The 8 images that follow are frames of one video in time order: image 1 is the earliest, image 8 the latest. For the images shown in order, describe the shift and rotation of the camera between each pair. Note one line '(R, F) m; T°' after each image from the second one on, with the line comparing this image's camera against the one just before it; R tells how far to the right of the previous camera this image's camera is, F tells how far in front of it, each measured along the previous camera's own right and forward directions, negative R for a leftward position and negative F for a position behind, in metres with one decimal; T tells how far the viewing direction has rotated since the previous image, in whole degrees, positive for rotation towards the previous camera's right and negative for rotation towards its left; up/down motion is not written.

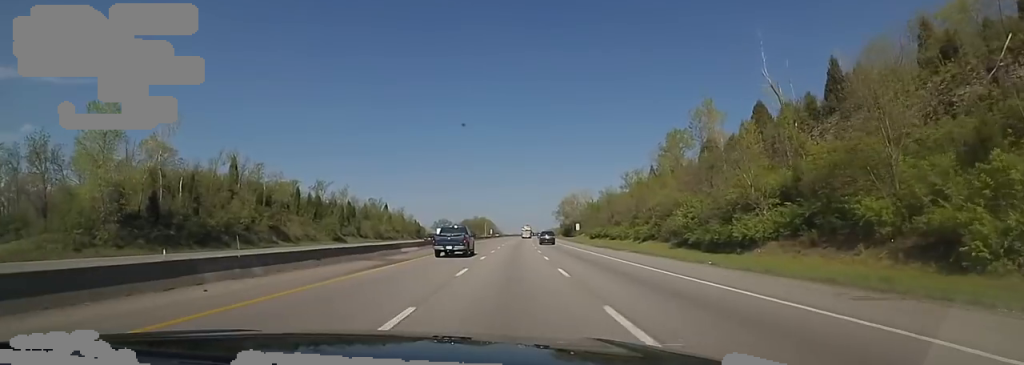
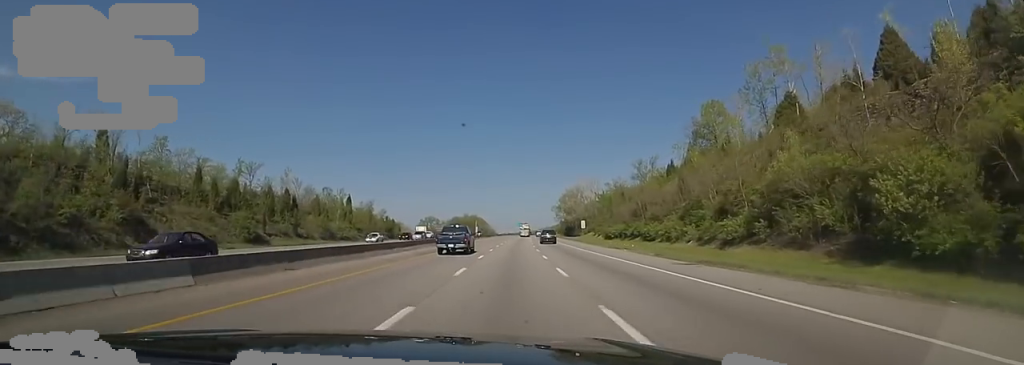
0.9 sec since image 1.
(0.0, +29.8) m; 0°
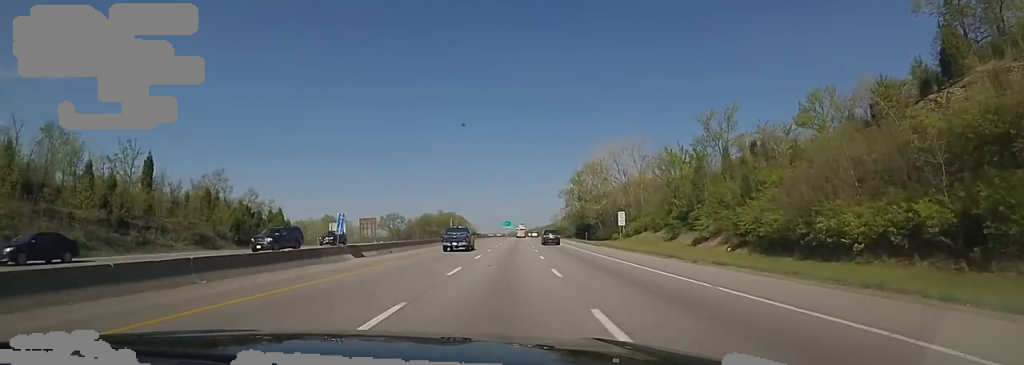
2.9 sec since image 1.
(+1.1, +69.3) m; +3°
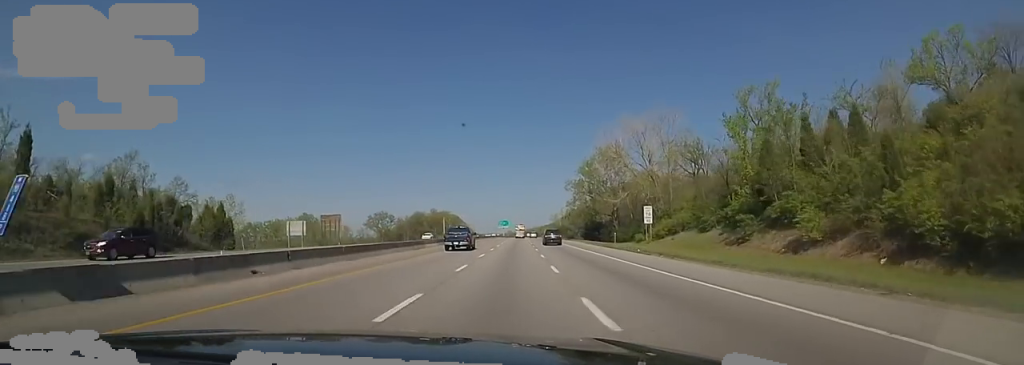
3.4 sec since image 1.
(+0.8, +18.1) m; 0°
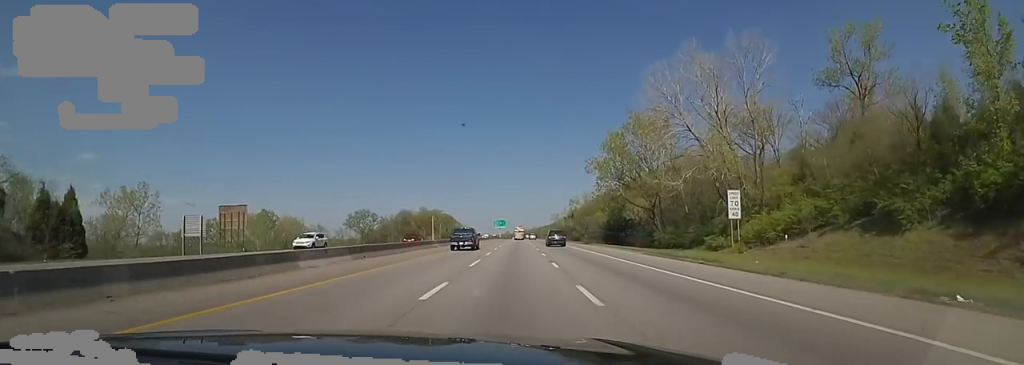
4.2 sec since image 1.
(-0.7, +27.1) m; 0°
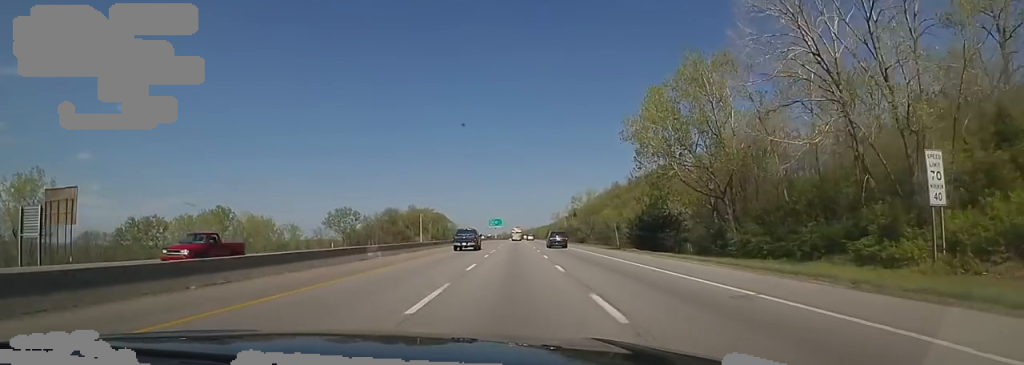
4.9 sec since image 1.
(-0.2, +21.4) m; 0°
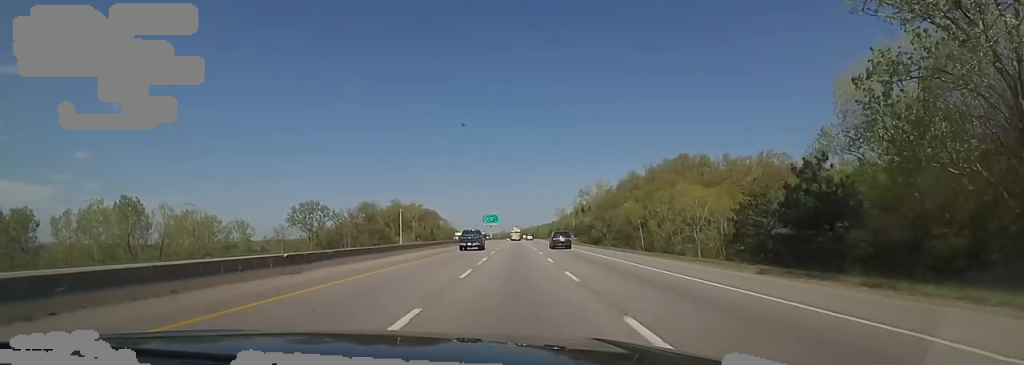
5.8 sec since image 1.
(+0.7, +32.8) m; 0°
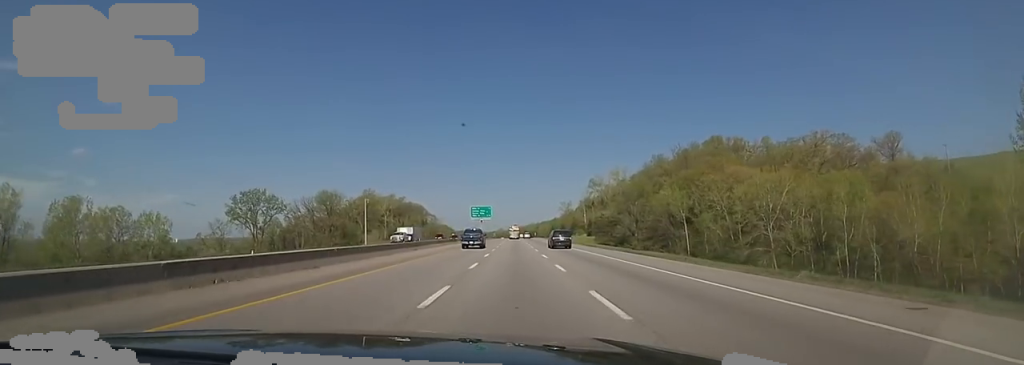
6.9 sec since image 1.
(-0.7, +36.1) m; +1°
